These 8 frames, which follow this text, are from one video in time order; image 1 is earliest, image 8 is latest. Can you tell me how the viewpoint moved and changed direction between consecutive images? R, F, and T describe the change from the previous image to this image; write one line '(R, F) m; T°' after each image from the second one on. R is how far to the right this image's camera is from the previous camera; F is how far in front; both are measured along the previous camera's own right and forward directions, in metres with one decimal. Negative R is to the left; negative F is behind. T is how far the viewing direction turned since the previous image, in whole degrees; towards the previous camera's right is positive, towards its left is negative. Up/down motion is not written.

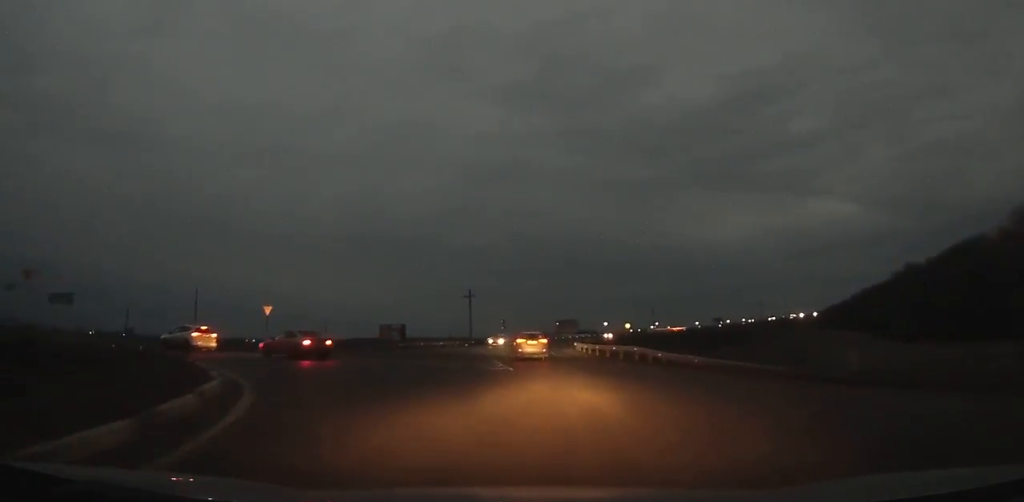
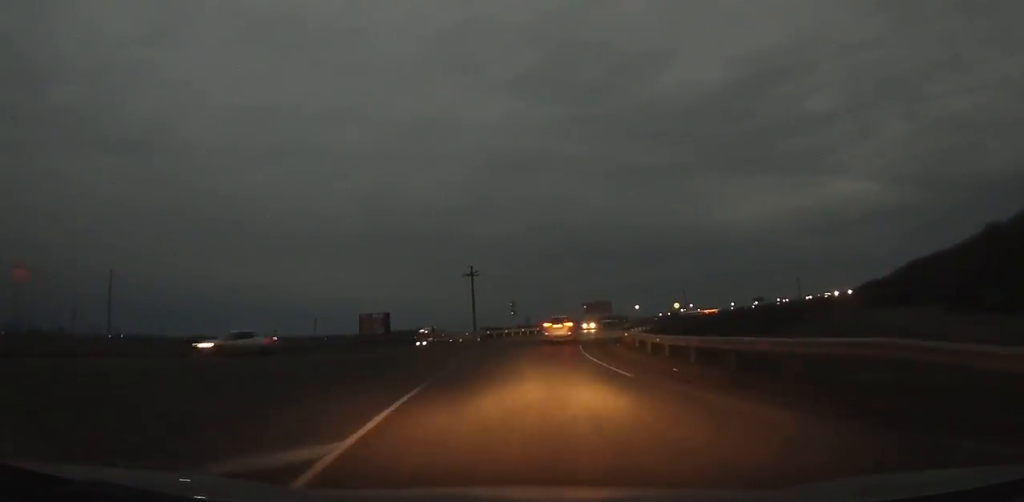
(-1.1, +24.5) m; 0°
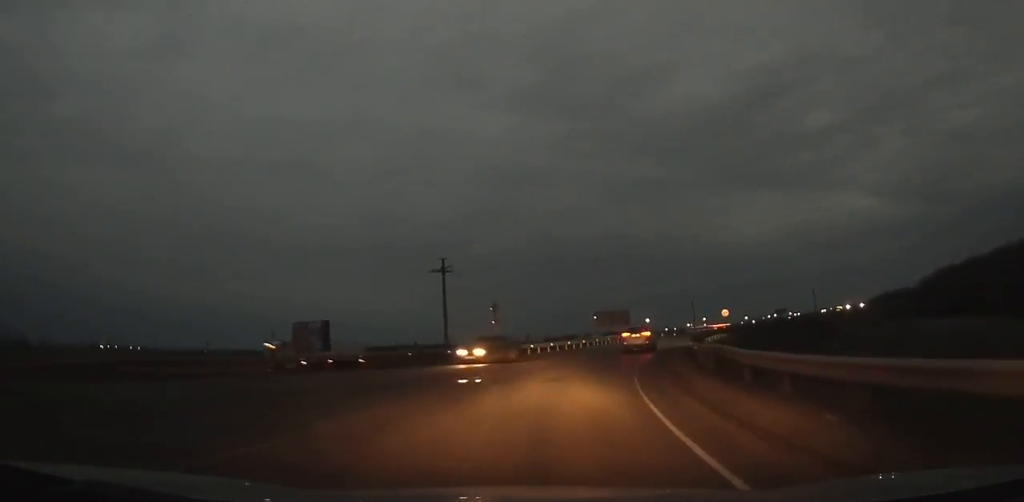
(-1.6, +22.8) m; +3°
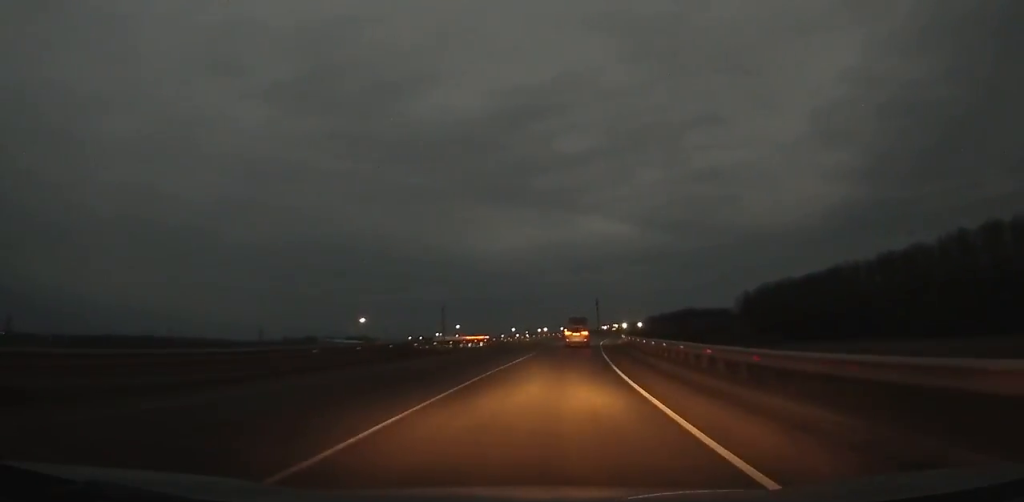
(+16.3, +79.3) m; +18°
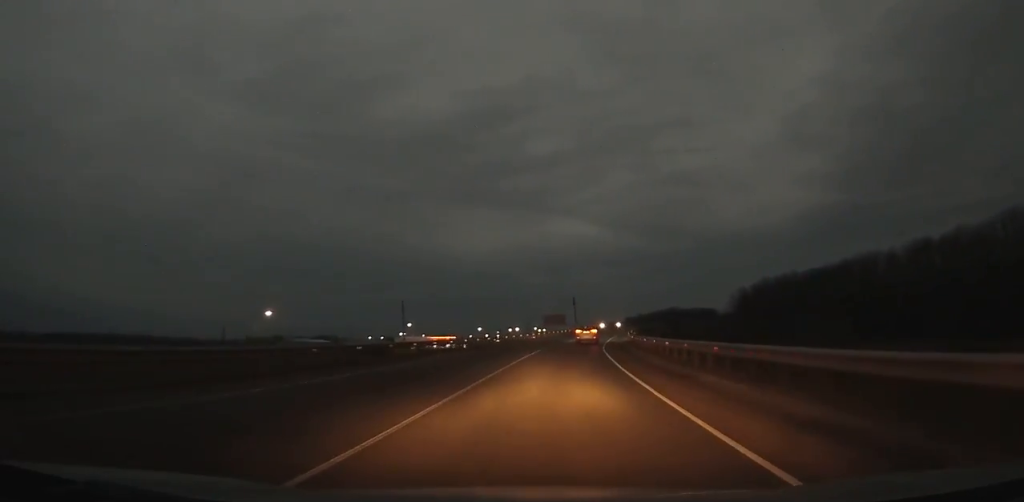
(+1.1, +29.1) m; +3°
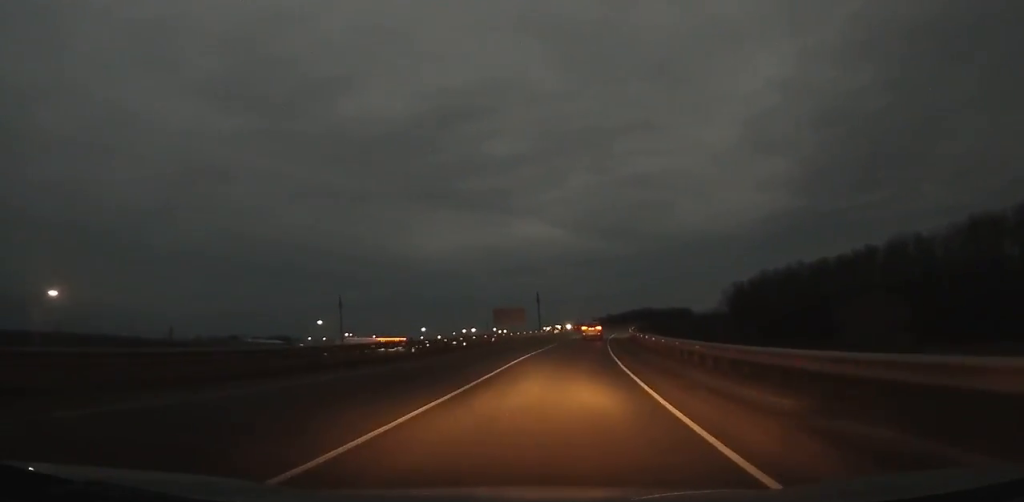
(+0.6, +34.9) m; +3°
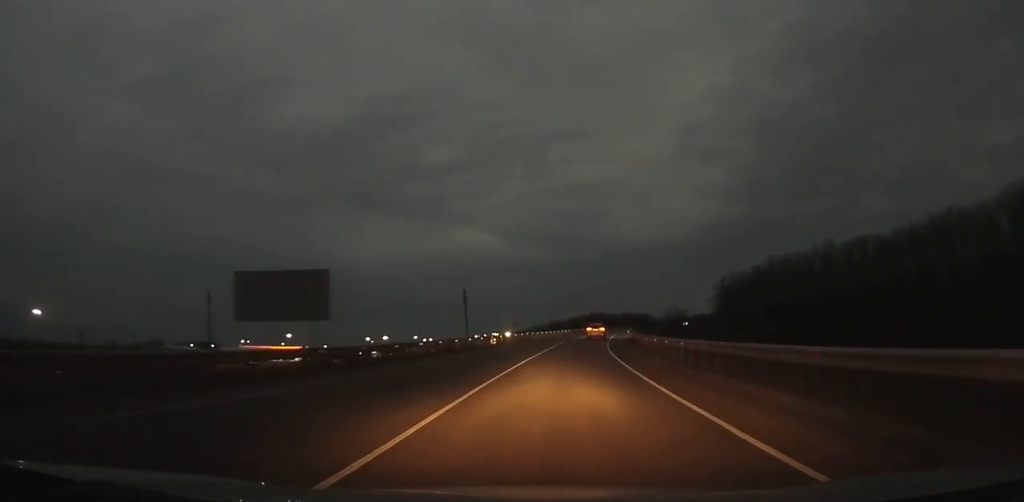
(+2.4, +53.8) m; +6°
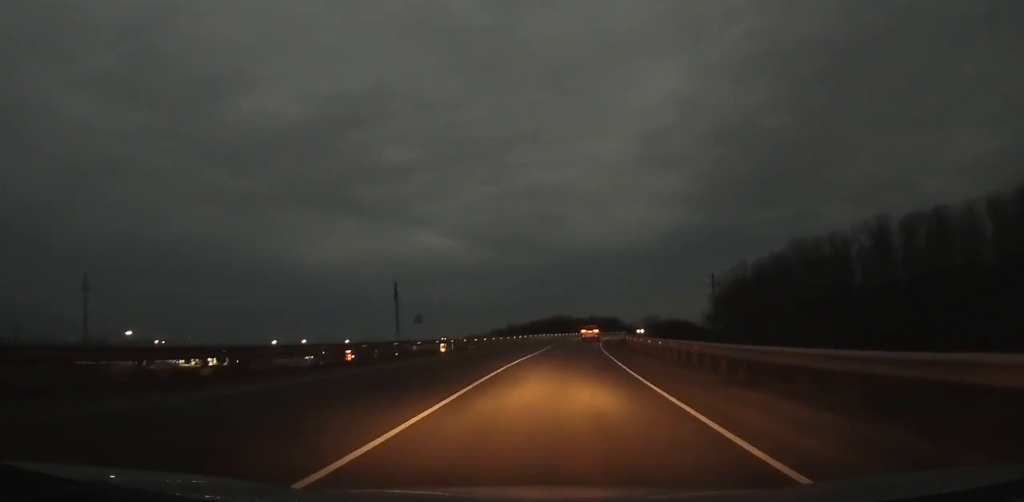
(+1.6, +36.0) m; +4°
